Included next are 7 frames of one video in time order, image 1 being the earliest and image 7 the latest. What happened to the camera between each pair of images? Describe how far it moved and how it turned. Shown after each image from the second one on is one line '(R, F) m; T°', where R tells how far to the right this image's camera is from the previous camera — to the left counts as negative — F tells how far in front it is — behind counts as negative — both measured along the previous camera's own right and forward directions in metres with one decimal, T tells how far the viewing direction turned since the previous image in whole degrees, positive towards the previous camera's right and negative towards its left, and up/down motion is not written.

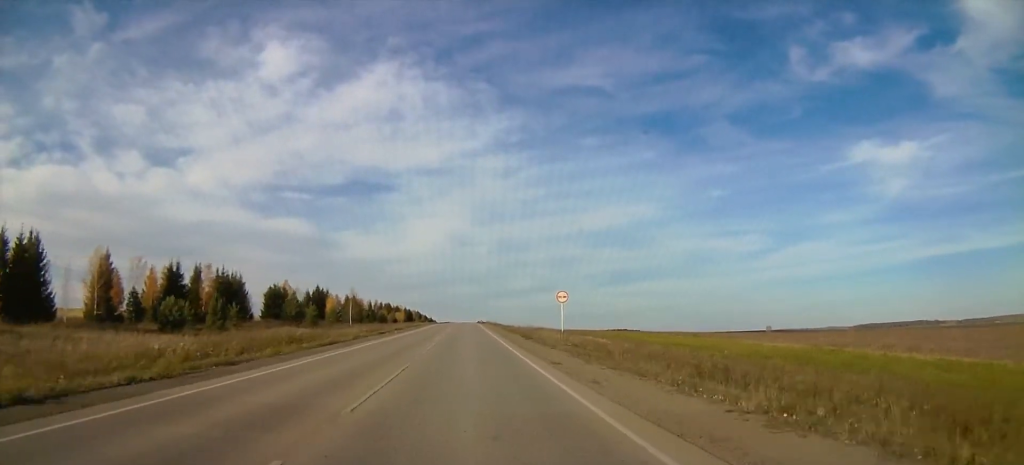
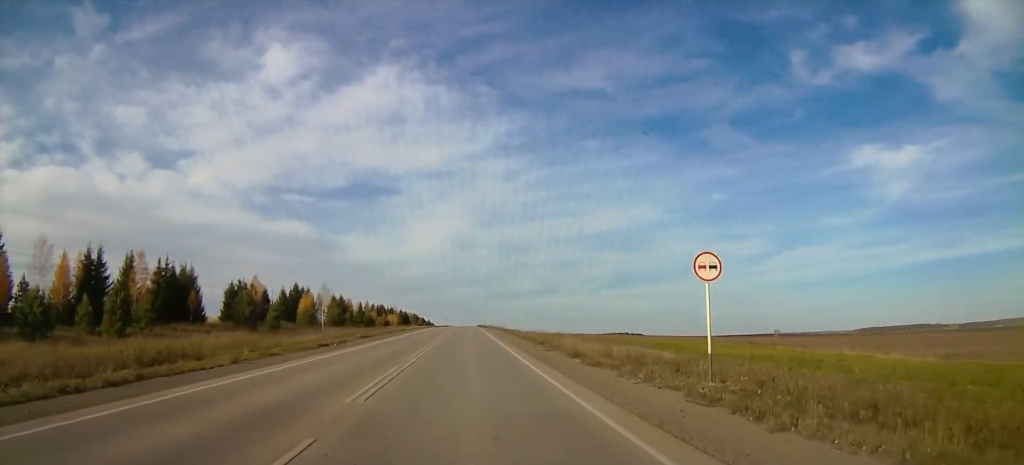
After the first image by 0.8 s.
(0.0, +22.8) m; 0°
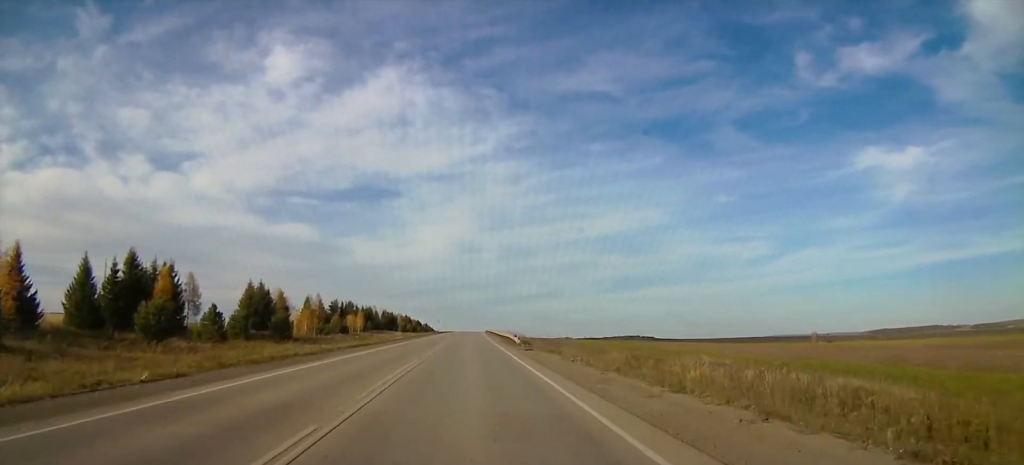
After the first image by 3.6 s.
(-0.1, +84.0) m; 0°
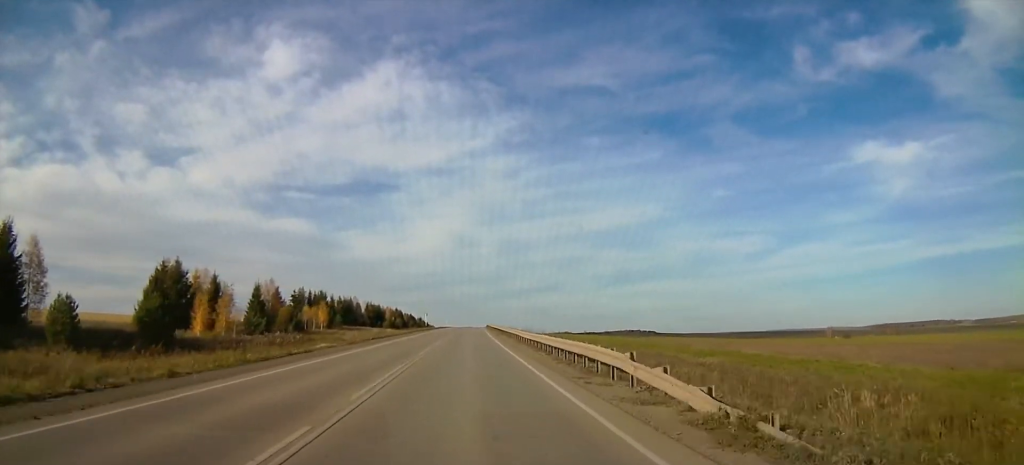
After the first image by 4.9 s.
(-0.1, +37.3) m; -2°
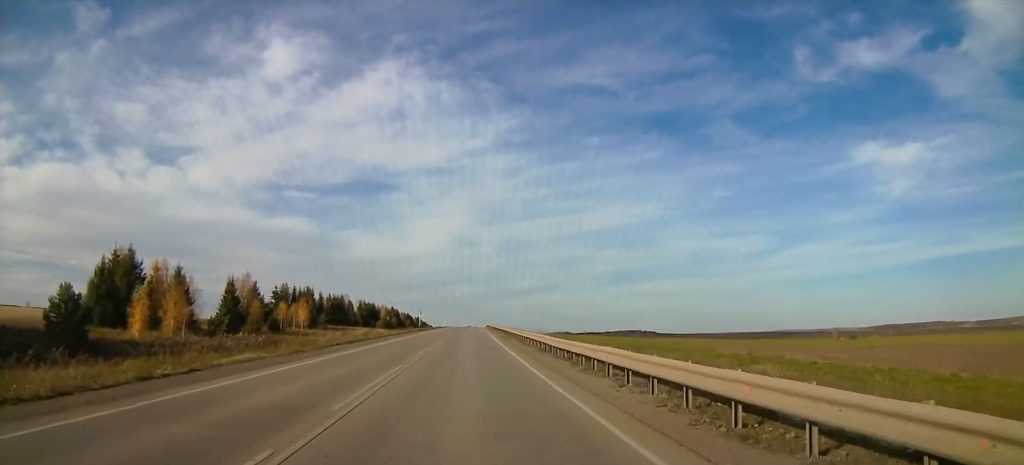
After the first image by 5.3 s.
(-0.5, +13.7) m; 0°
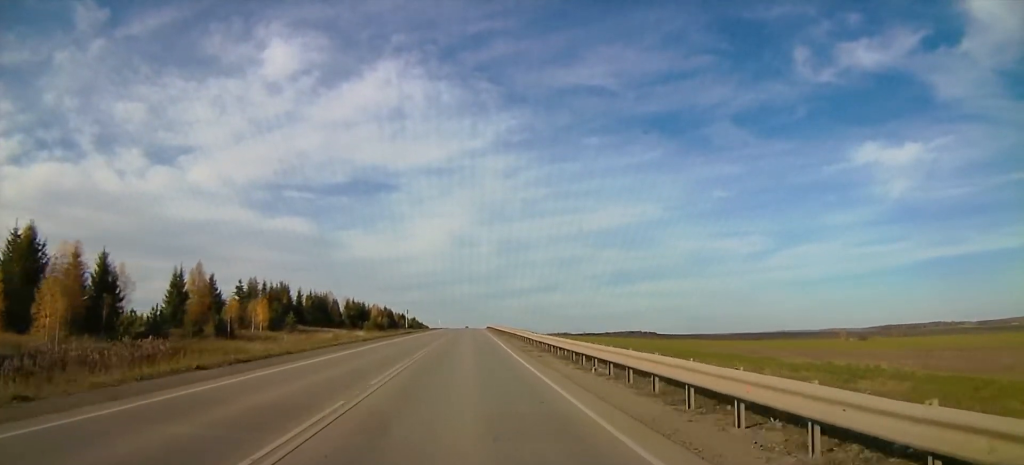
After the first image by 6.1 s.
(-0.3, +20.5) m; 0°
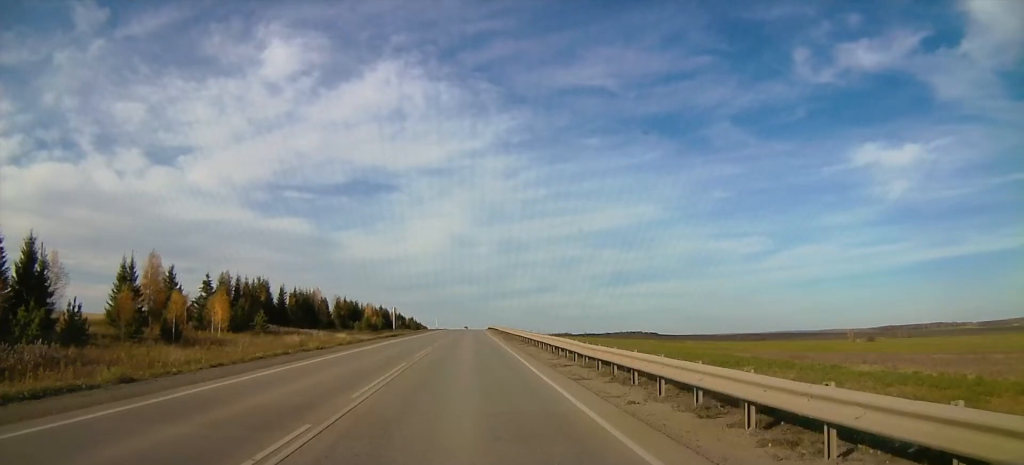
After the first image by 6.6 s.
(+0.4, +14.6) m; +1°
